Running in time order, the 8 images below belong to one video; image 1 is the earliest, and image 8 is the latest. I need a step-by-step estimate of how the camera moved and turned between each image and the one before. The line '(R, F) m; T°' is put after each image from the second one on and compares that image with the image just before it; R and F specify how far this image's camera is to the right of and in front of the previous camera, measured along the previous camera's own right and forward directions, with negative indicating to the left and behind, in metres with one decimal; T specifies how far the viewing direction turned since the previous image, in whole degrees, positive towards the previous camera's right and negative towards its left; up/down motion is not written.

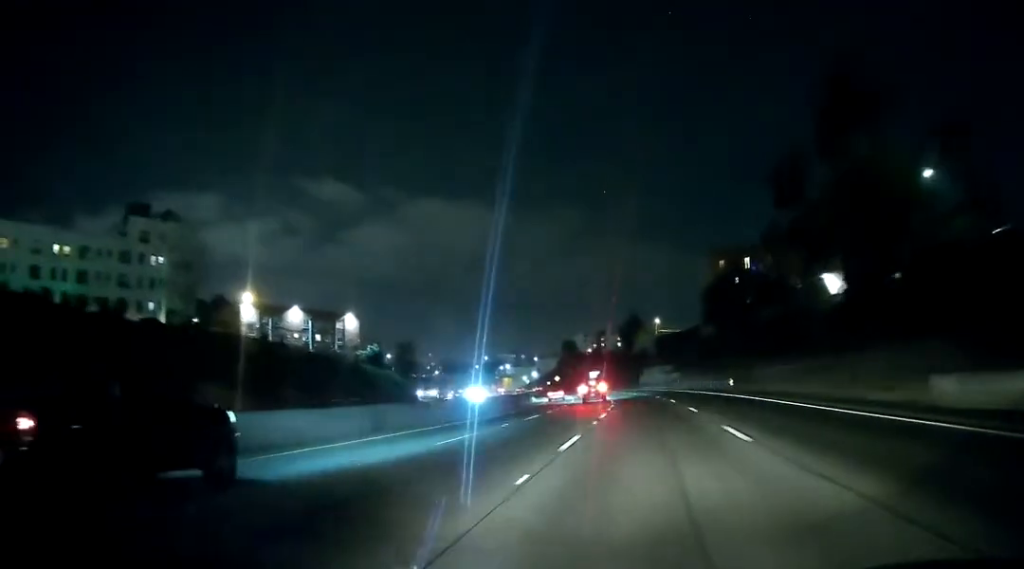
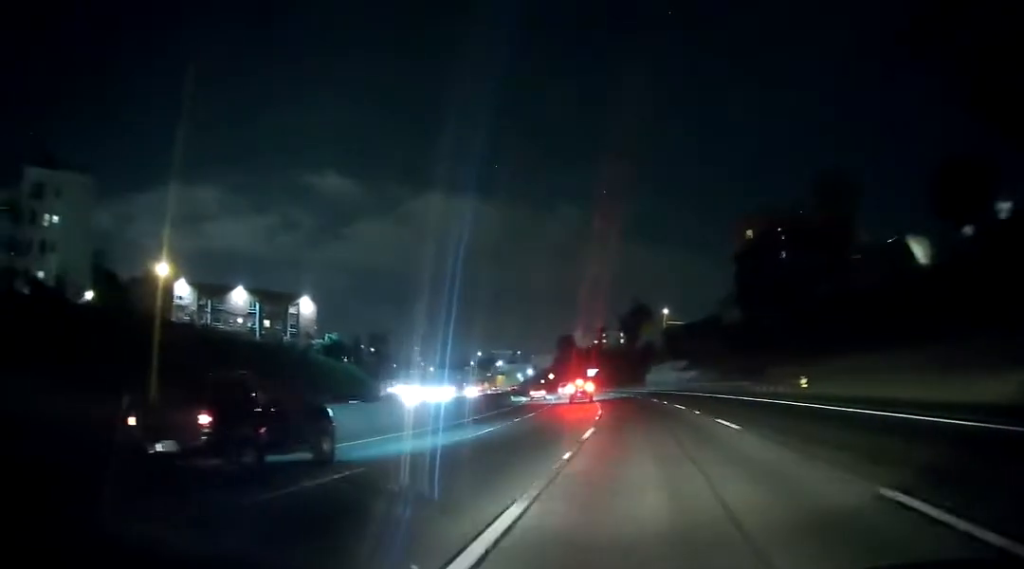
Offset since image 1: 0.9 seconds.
(0.0, +26.6) m; -1°
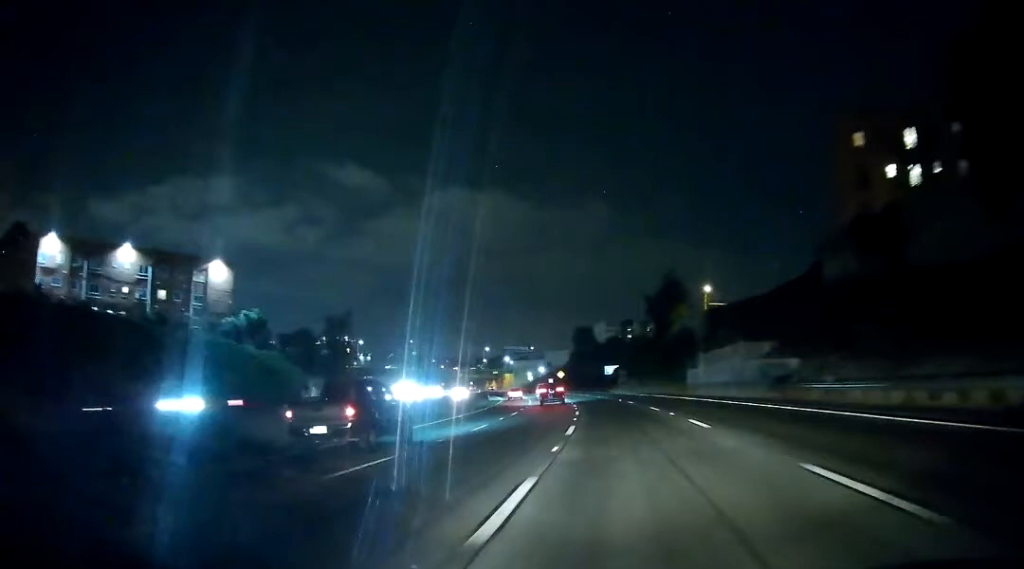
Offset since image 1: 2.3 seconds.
(-0.7, +41.9) m; -1°
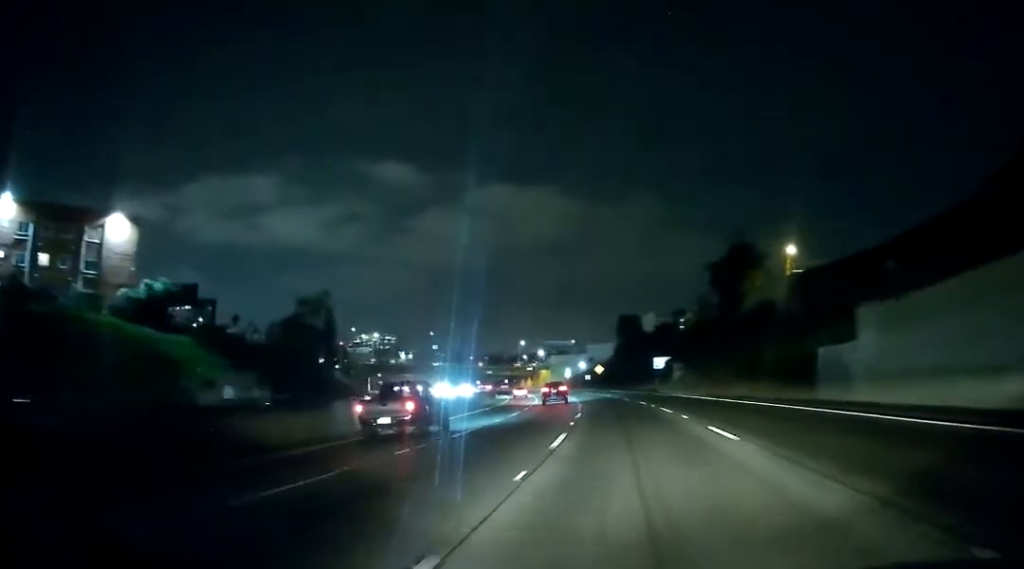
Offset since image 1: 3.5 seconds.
(-0.7, +34.0) m; -3°
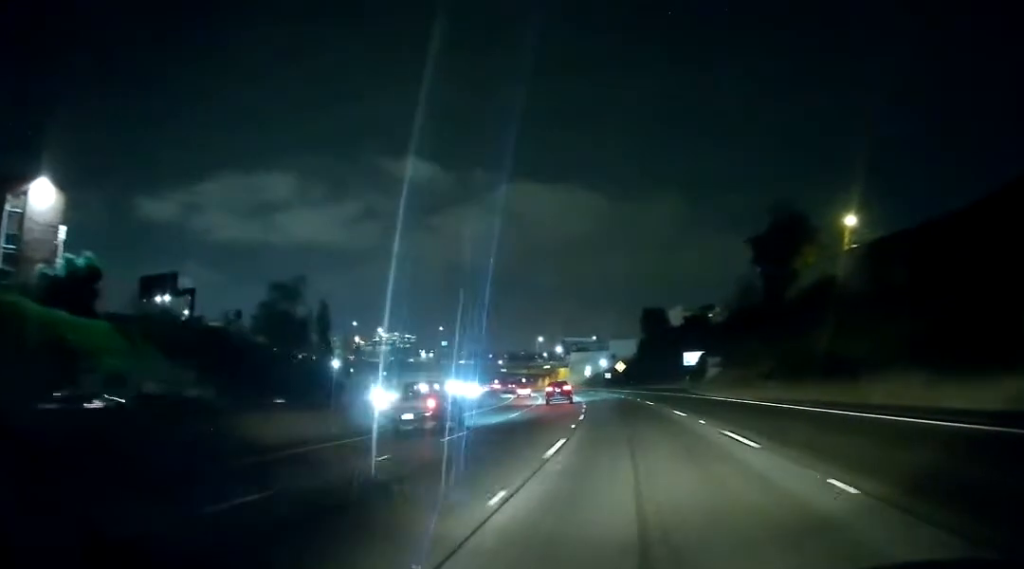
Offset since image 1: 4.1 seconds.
(-0.3, +17.6) m; -2°
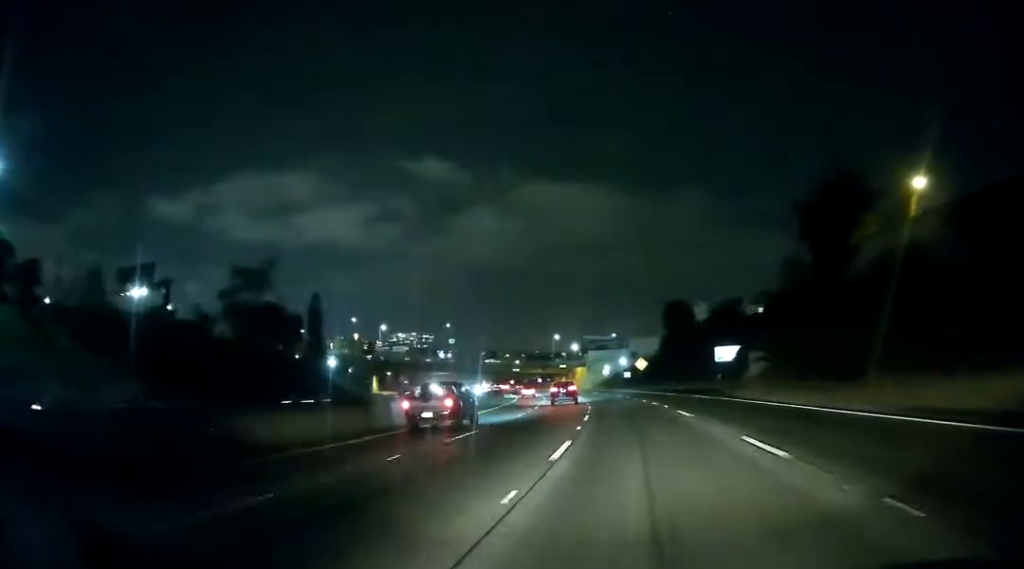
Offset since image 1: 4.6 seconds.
(0.0, +14.7) m; -2°
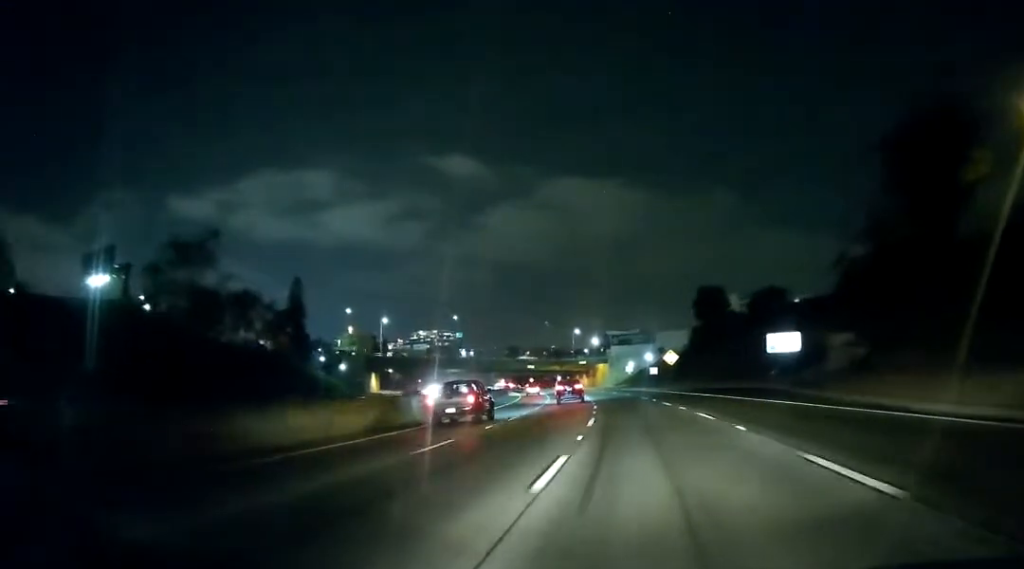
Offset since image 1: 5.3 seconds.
(-0.7, +19.4) m; -2°
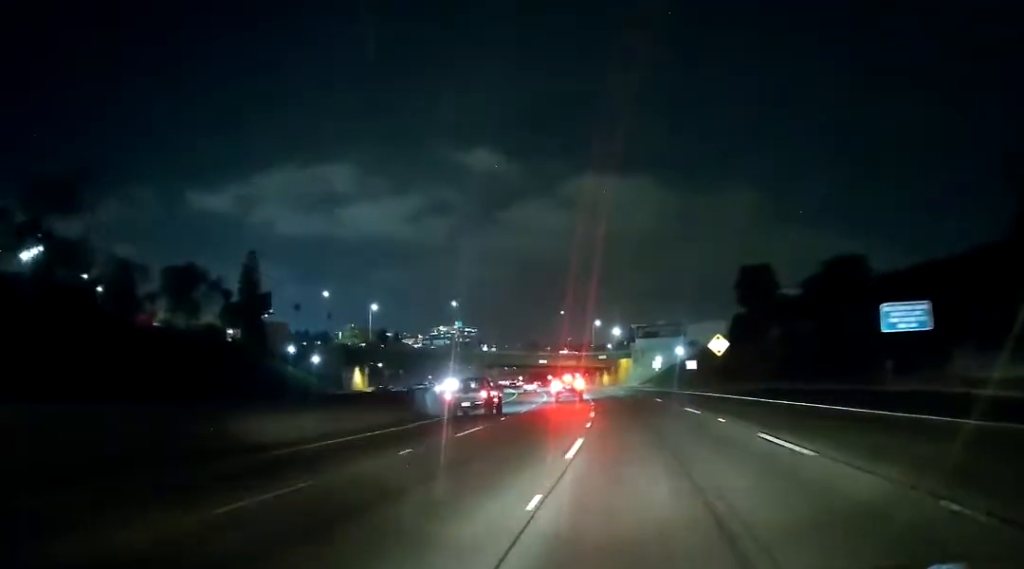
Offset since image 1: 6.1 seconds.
(-0.8, +25.2) m; -2°
